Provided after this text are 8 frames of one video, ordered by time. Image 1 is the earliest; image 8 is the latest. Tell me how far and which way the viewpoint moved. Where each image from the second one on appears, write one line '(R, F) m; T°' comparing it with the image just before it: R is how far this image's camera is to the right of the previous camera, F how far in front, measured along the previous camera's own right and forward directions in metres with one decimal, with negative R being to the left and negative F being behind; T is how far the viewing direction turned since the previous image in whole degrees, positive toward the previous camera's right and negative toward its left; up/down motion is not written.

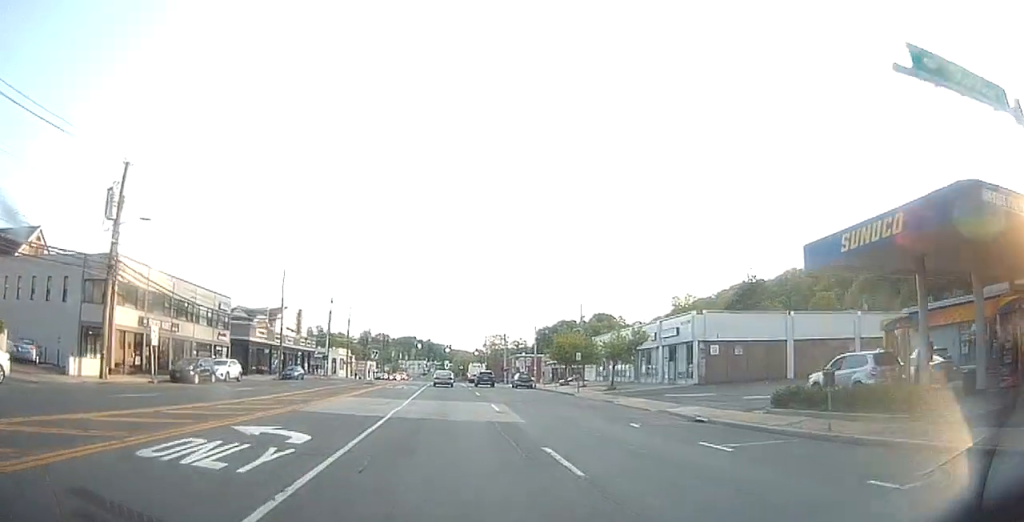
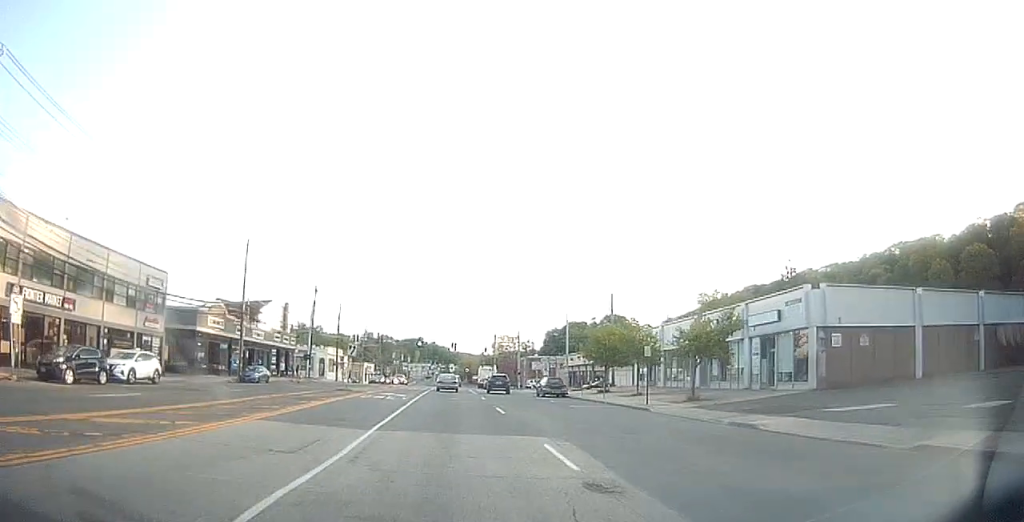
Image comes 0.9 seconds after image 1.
(0.0, +14.4) m; -1°
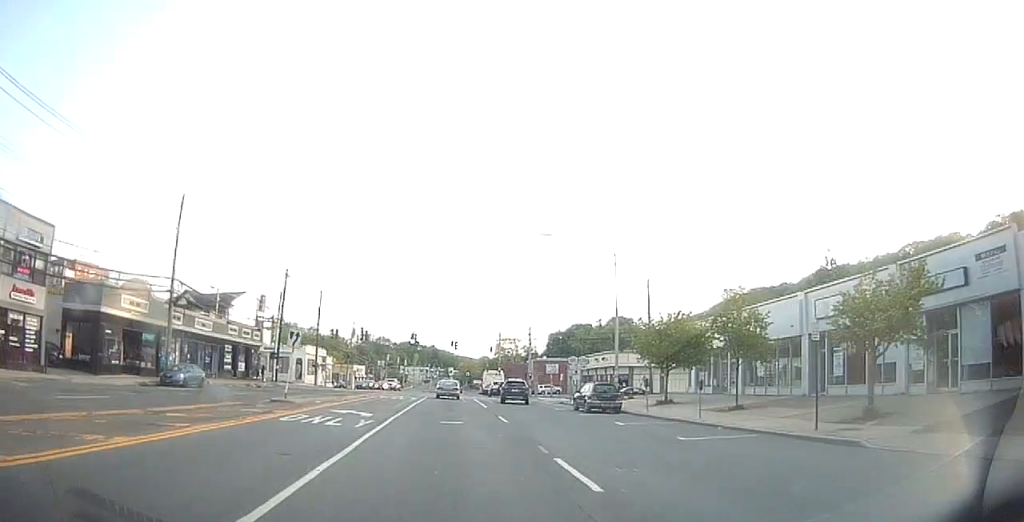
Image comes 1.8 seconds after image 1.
(-0.2, +14.2) m; 0°
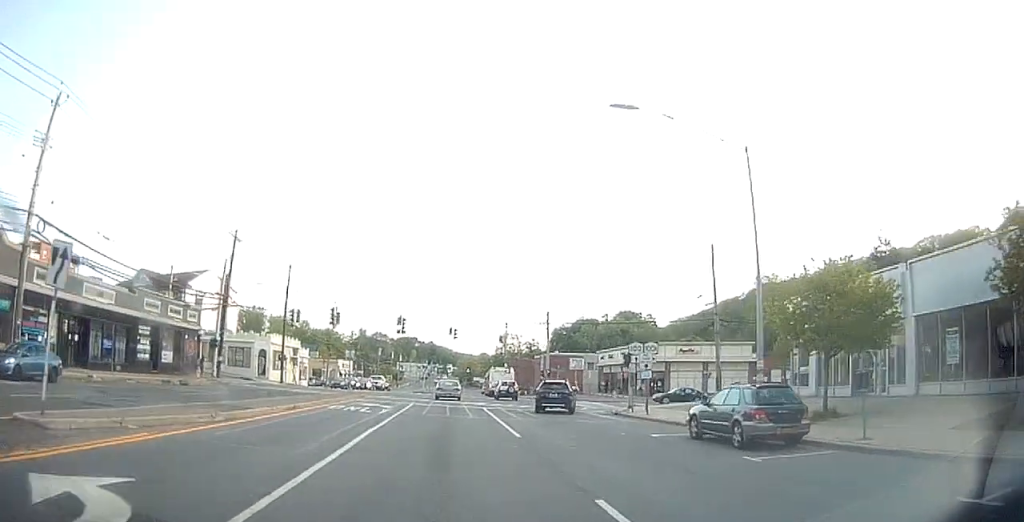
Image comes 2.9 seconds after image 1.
(+0.1, +16.1) m; +1°
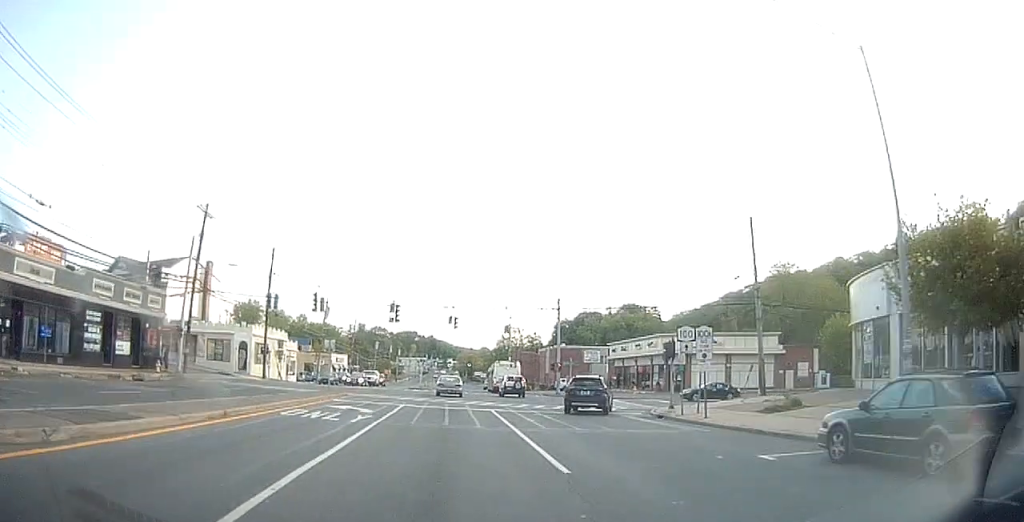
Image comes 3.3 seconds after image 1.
(0.0, +6.6) m; 0°
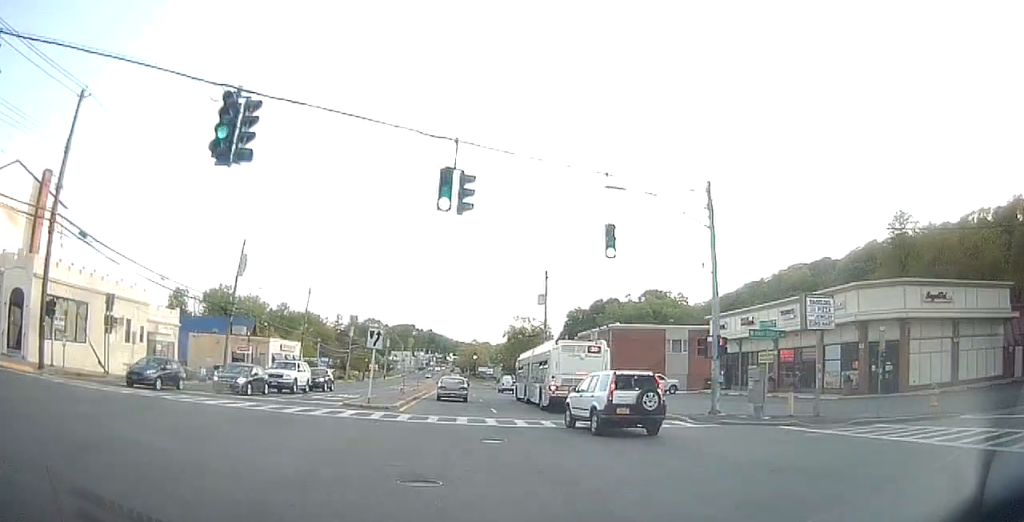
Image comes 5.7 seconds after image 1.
(-0.6, +35.4) m; -1°
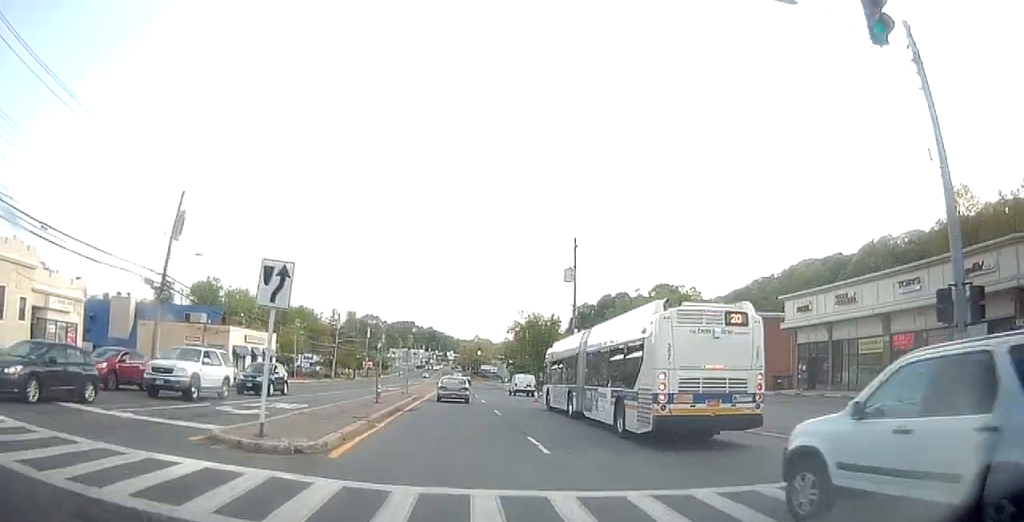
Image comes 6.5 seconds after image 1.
(+0.2, +13.1) m; +1°
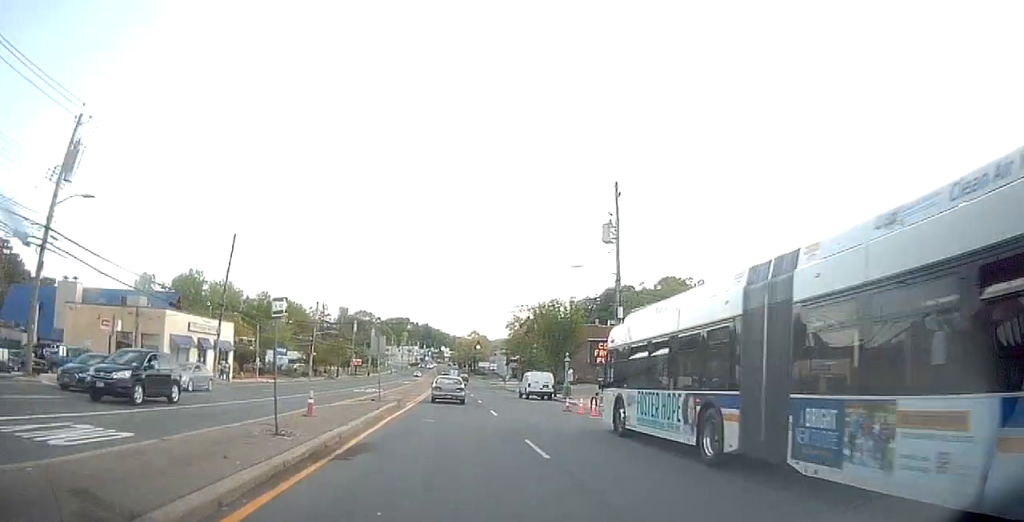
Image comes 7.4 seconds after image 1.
(0.0, +12.8) m; -1°
